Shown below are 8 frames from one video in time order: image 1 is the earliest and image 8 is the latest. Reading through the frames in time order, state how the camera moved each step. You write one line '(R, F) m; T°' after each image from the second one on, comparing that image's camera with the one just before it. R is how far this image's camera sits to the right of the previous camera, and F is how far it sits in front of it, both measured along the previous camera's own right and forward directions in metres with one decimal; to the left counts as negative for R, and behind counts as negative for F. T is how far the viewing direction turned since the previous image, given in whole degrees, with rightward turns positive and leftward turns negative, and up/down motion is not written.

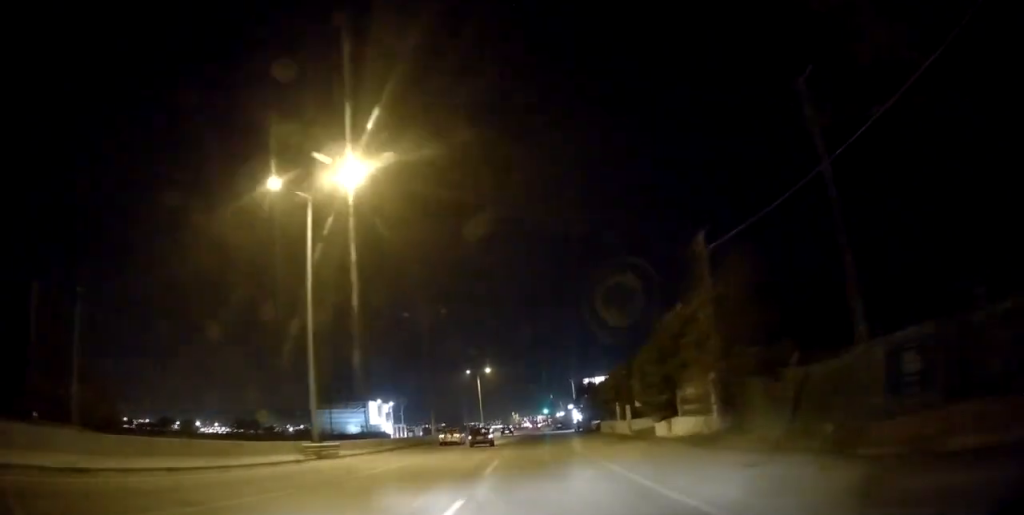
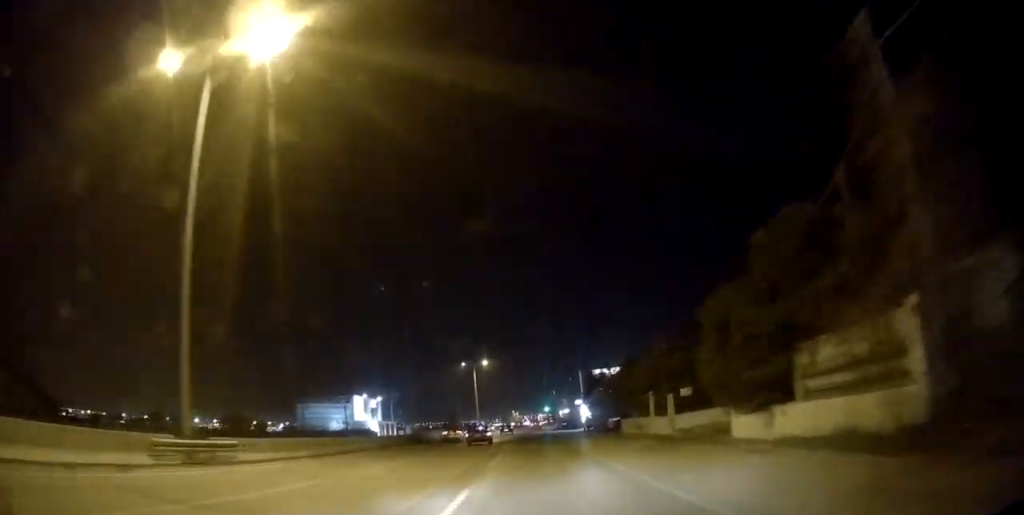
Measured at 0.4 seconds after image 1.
(0.0, +10.5) m; 0°
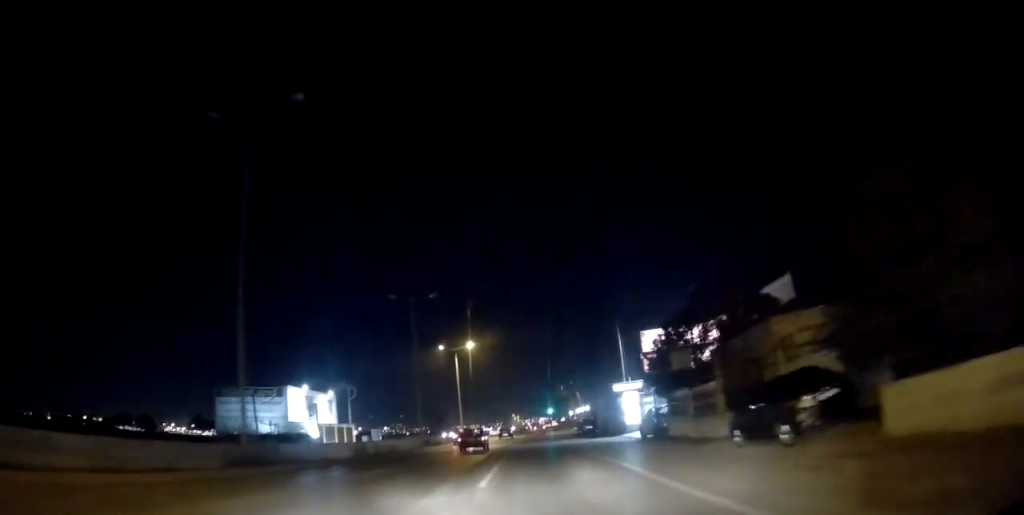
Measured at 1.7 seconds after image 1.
(+0.1, +29.5) m; 0°
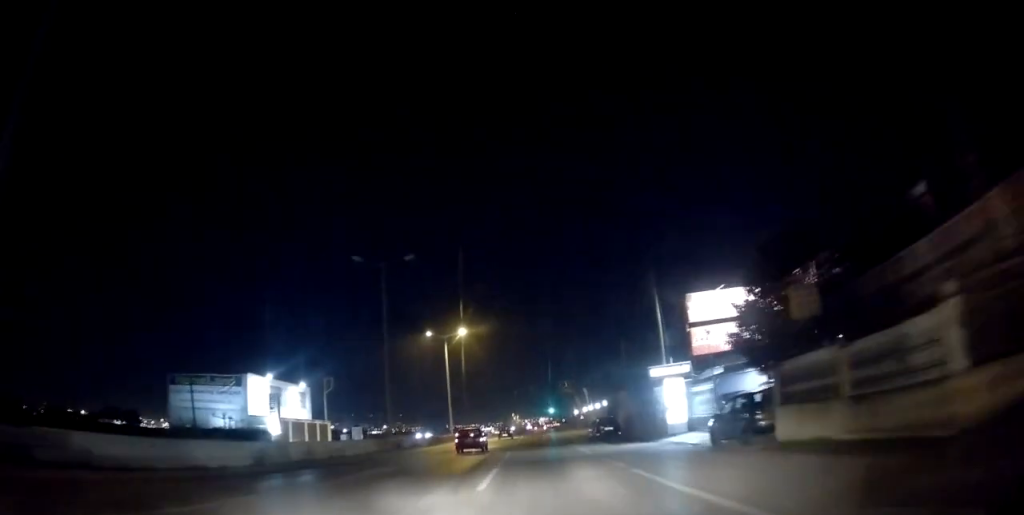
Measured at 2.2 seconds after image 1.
(0.0, +11.6) m; 0°
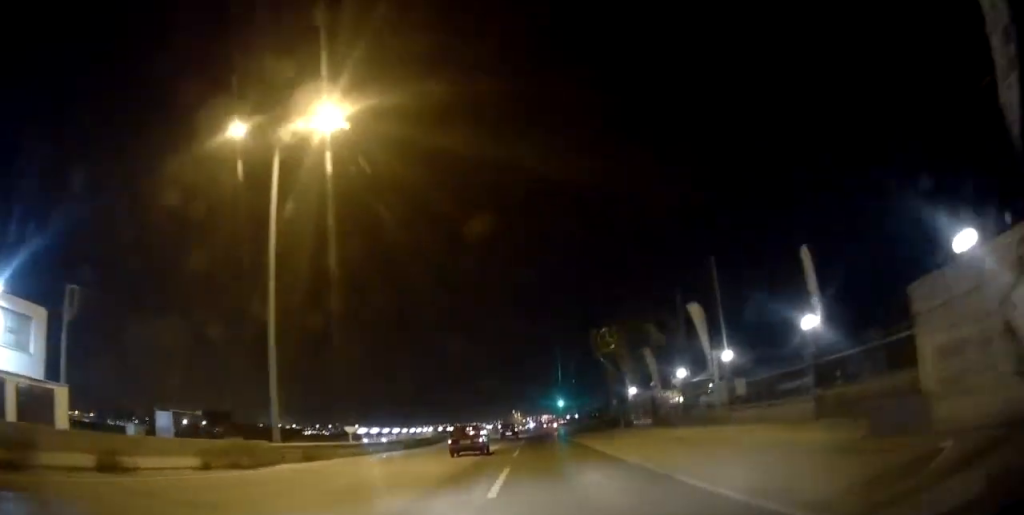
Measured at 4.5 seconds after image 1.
(-0.5, +51.7) m; 0°
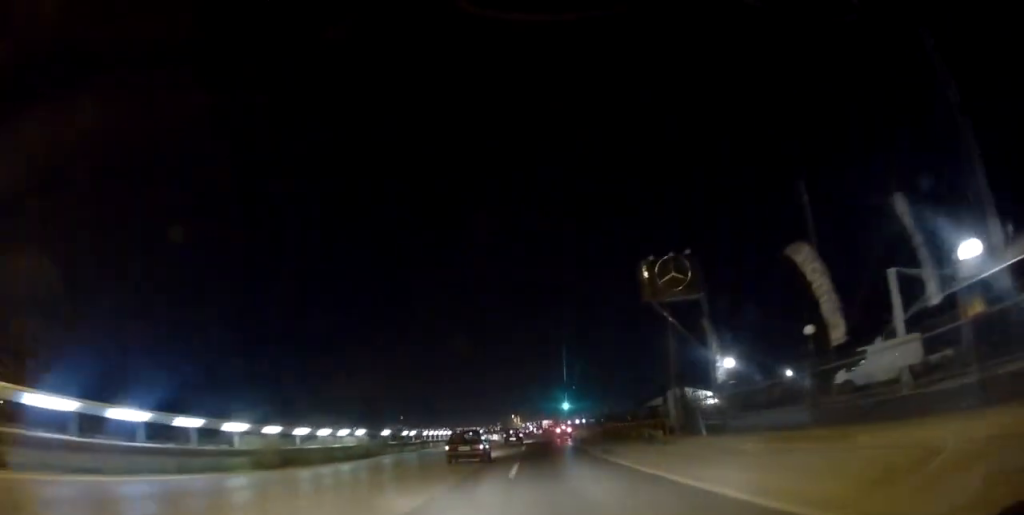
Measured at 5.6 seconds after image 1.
(+0.2, +22.9) m; 0°
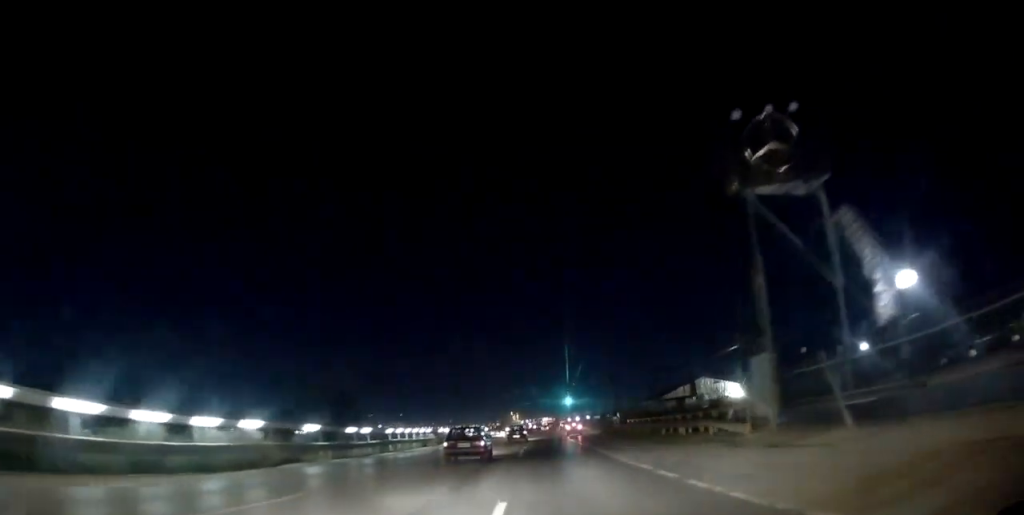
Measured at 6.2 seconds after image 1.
(-0.1, +12.3) m; 0°
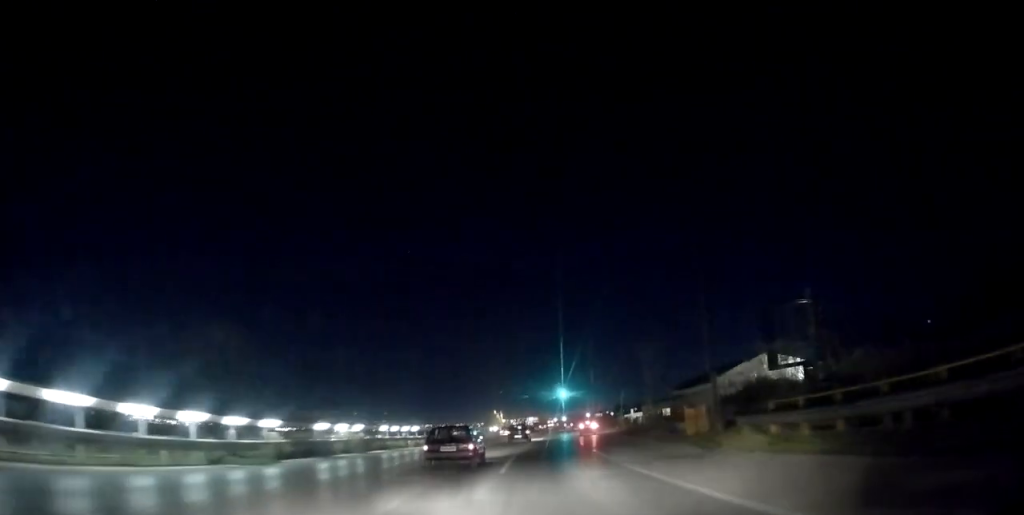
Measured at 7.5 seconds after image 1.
(+0.1, +28.8) m; +1°
